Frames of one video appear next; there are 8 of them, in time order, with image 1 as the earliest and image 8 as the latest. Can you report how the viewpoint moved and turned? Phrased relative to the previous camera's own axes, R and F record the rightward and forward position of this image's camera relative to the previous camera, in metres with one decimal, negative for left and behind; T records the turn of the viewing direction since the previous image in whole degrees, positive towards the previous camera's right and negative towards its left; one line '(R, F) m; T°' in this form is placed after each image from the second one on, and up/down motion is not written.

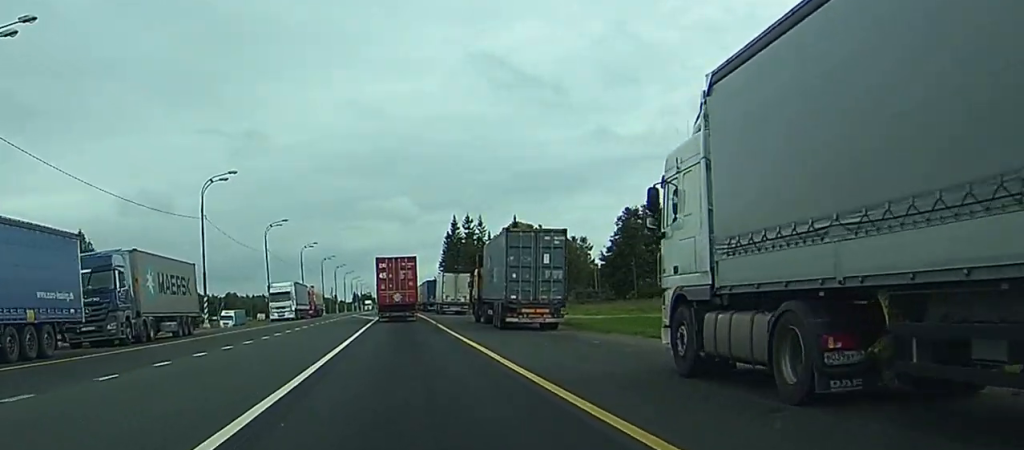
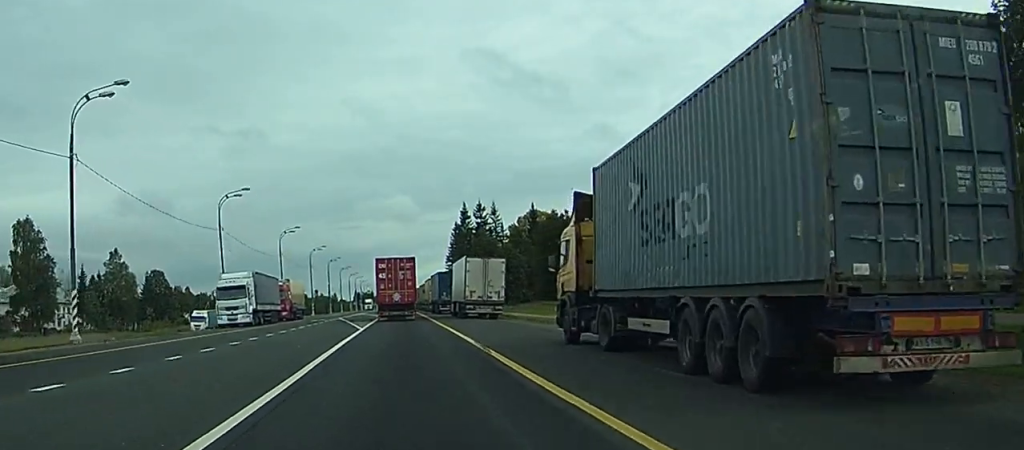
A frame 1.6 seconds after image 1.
(-0.1, +26.2) m; 0°
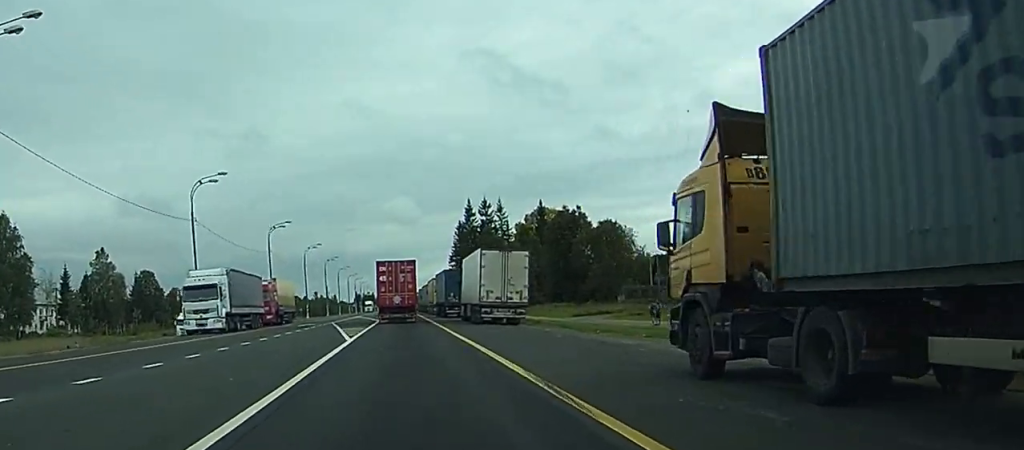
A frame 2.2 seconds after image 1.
(0.0, +9.8) m; 0°
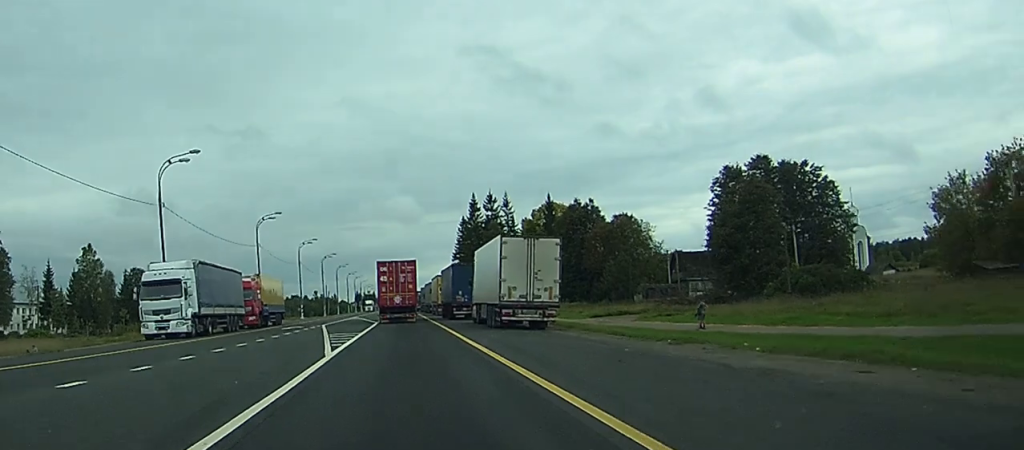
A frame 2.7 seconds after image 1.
(+0.1, +8.7) m; 0°
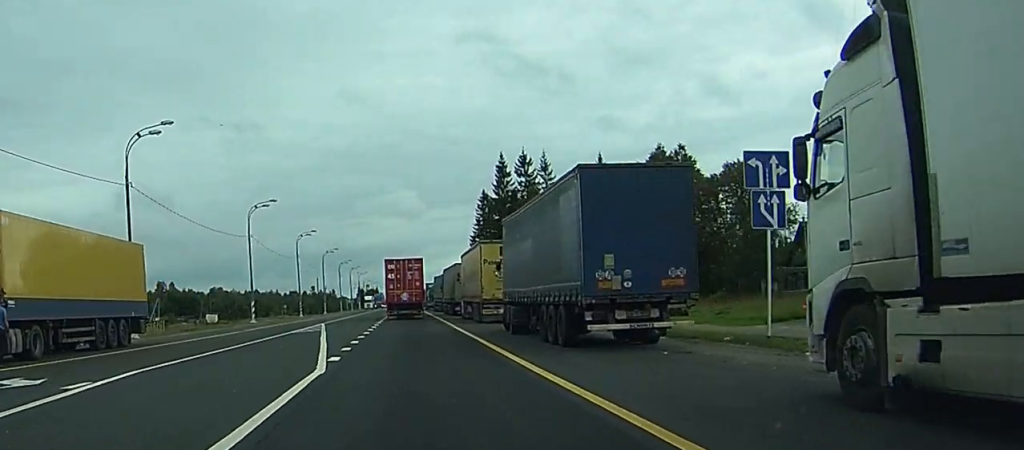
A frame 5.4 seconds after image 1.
(-0.6, +43.1) m; -1°
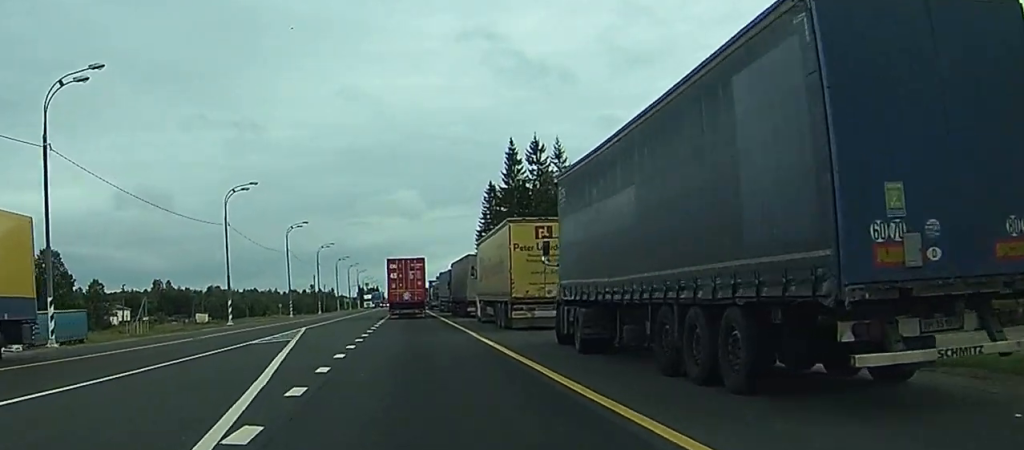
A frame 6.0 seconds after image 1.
(0.0, +11.0) m; 0°
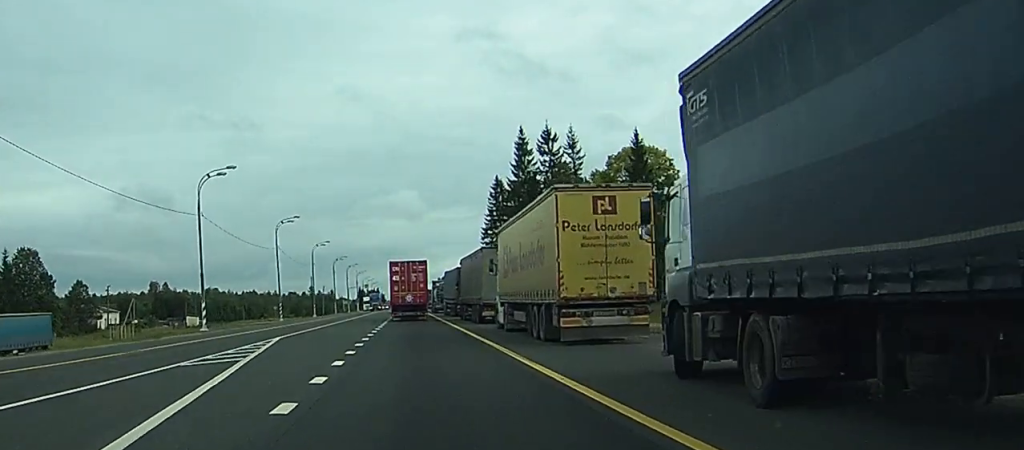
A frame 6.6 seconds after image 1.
(0.0, +9.5) m; 0°
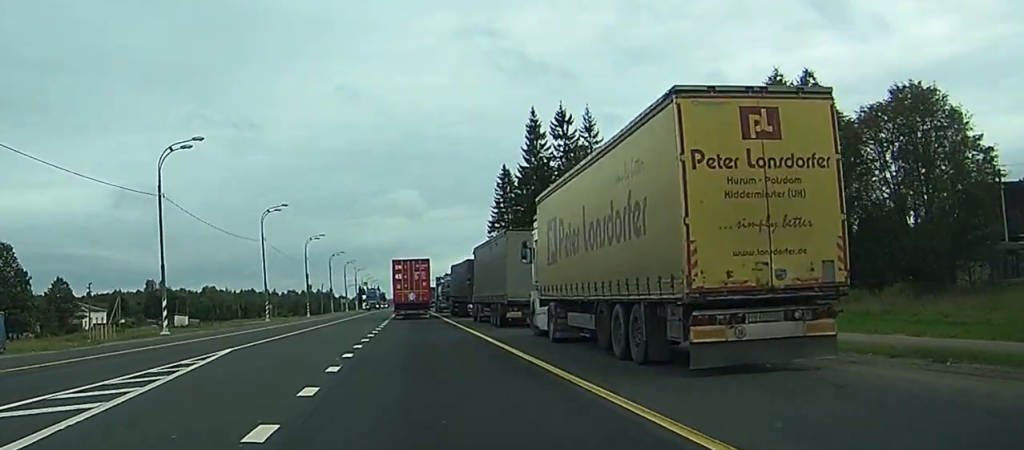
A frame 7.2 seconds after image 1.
(0.0, +10.1) m; 0°
